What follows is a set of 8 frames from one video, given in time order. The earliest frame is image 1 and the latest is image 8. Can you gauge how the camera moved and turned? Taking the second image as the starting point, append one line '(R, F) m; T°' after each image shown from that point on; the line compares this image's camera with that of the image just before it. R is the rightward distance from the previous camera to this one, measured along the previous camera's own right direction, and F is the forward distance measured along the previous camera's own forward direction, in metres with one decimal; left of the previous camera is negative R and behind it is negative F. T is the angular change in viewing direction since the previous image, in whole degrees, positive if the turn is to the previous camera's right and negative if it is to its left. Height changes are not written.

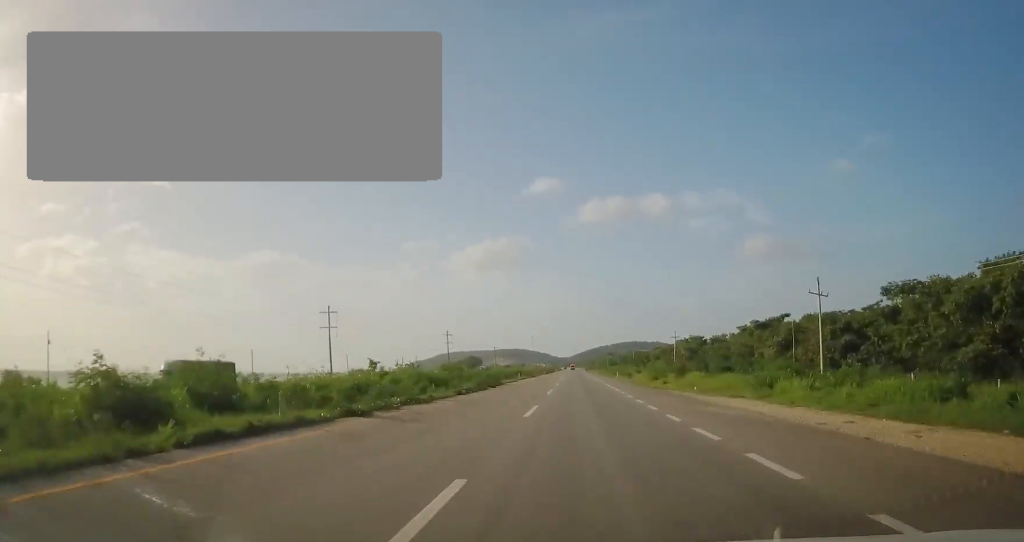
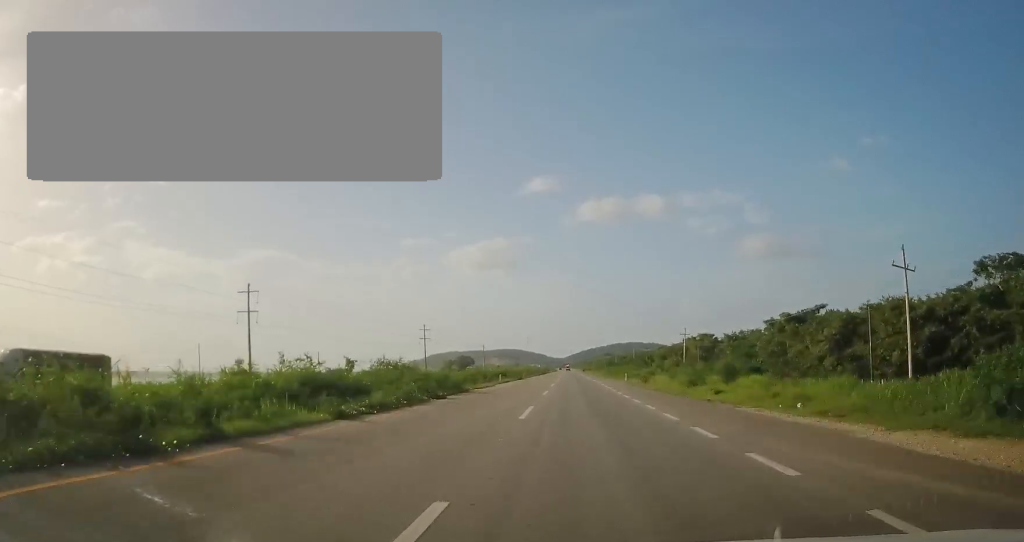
(-0.3, +16.0) m; 0°
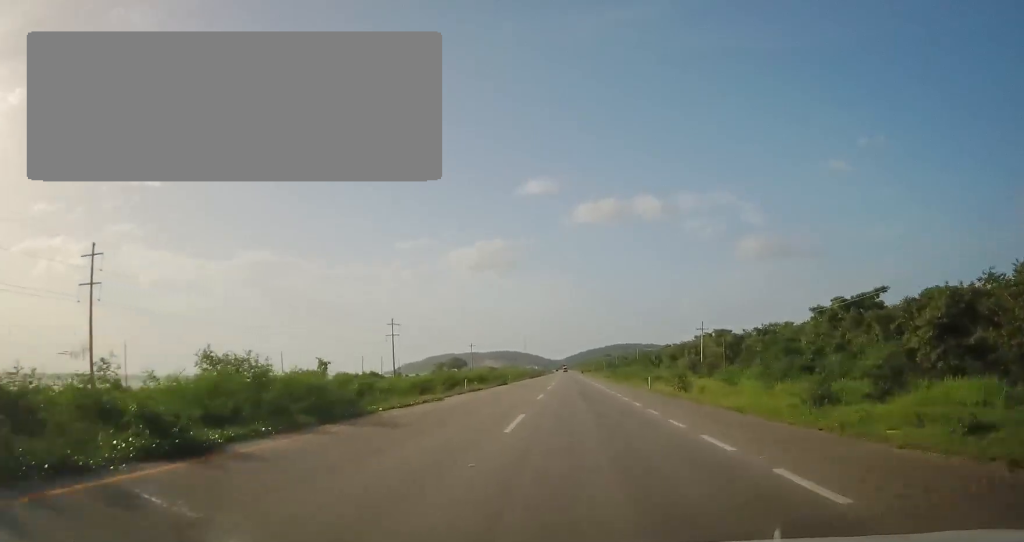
(-0.1, +17.8) m; +1°
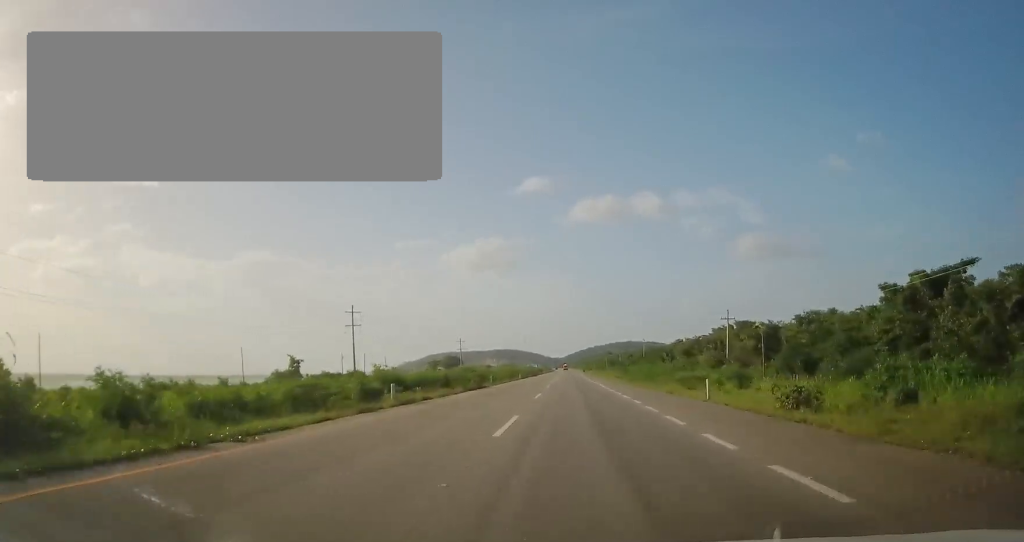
(+0.1, +16.3) m; +1°
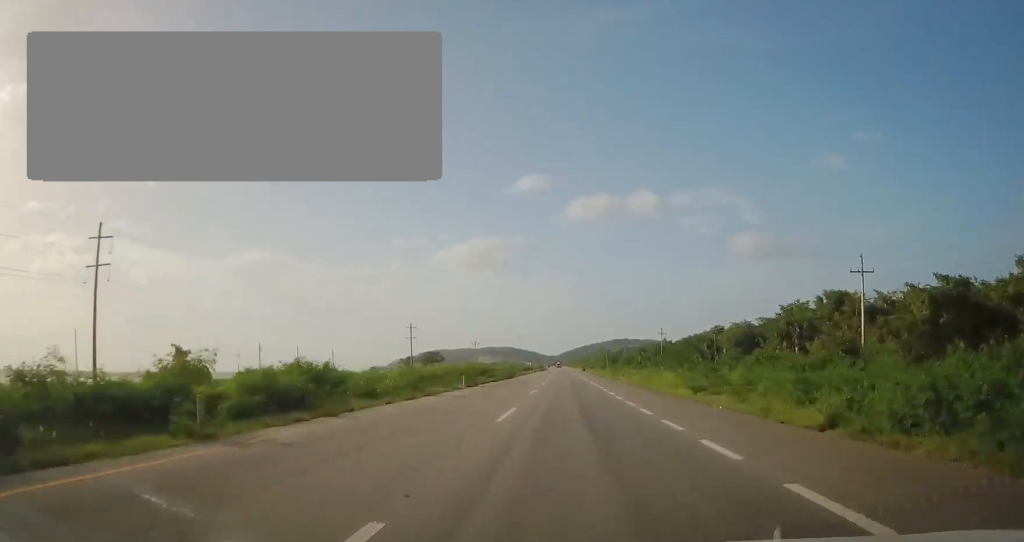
(+0.5, +41.5) m; 0°
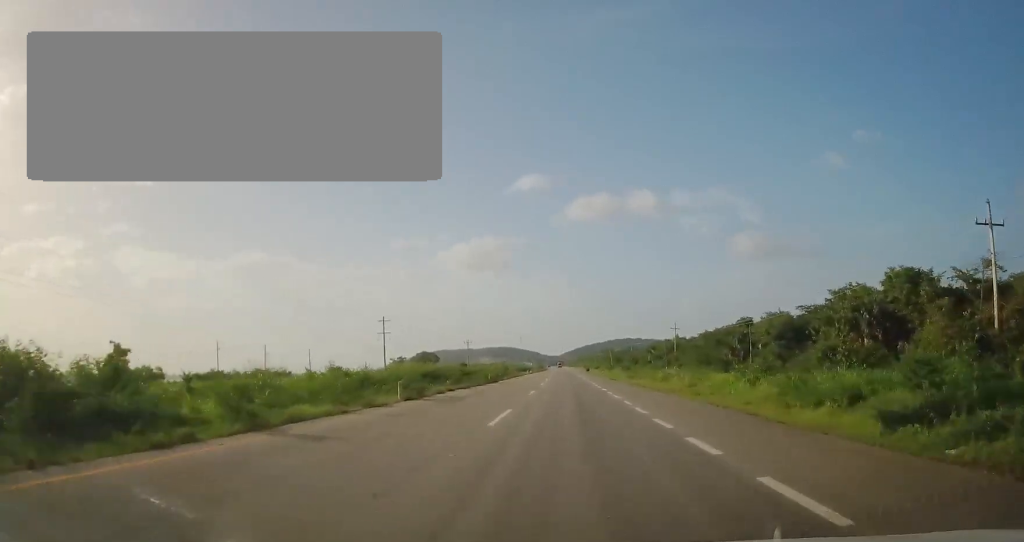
(-0.2, +15.8) m; -1°
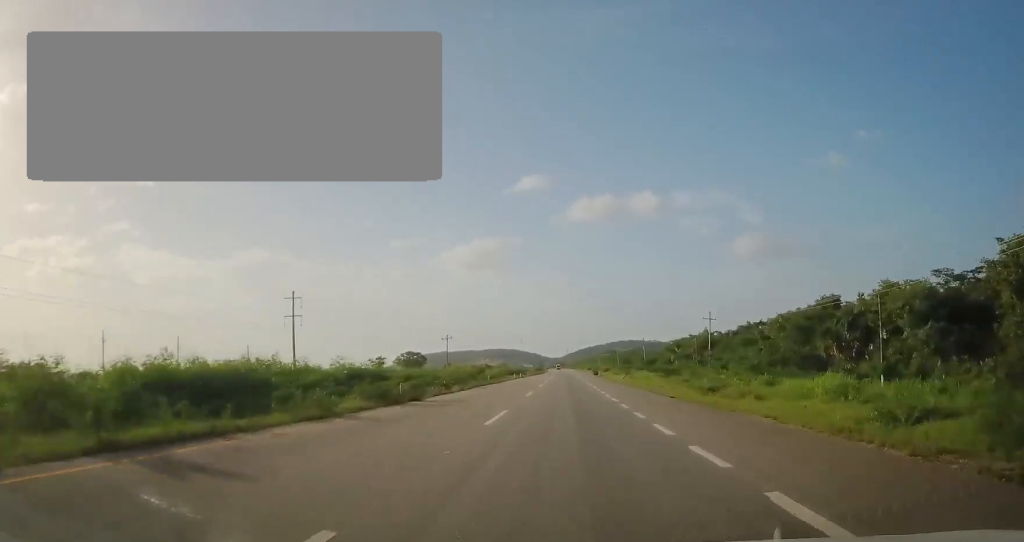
(+0.1, +29.4) m; +1°
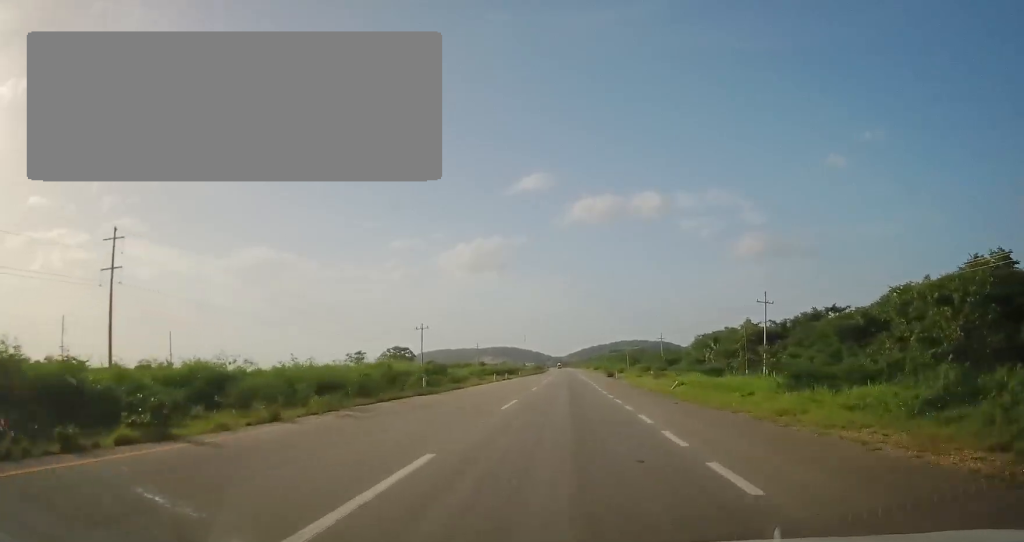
(+0.4, +25.8) m; 0°
